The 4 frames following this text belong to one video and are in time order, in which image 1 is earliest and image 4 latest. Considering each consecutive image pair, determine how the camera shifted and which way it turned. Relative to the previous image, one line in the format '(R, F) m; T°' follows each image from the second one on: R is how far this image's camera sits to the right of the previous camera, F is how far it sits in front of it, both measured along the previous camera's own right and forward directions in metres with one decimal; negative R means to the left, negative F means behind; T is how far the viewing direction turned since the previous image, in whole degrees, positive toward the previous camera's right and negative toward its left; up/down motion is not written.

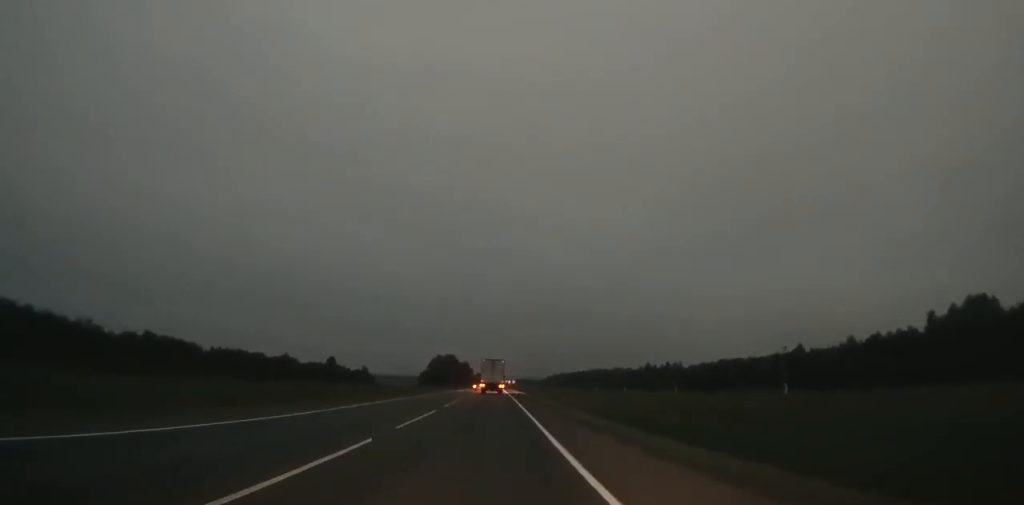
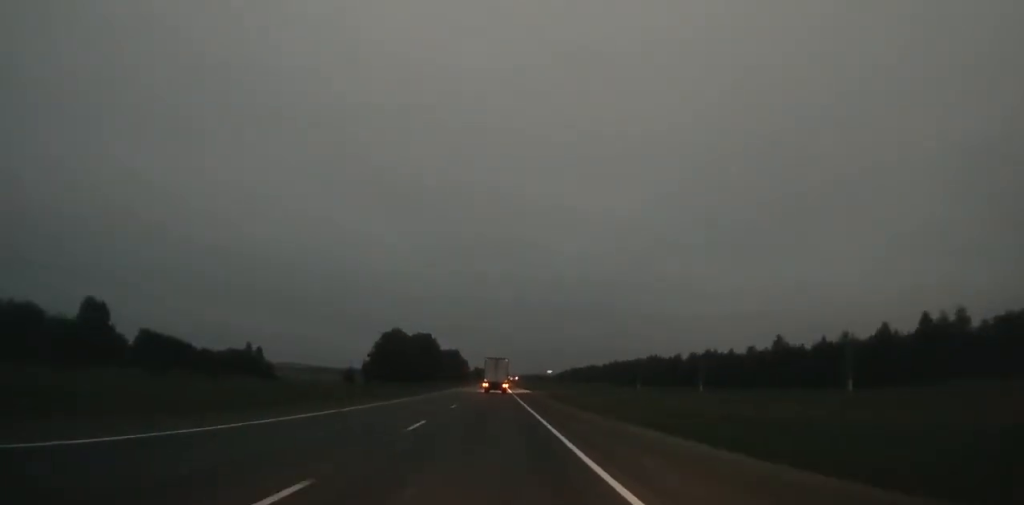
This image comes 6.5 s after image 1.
(-0.7, +152.4) m; 0°
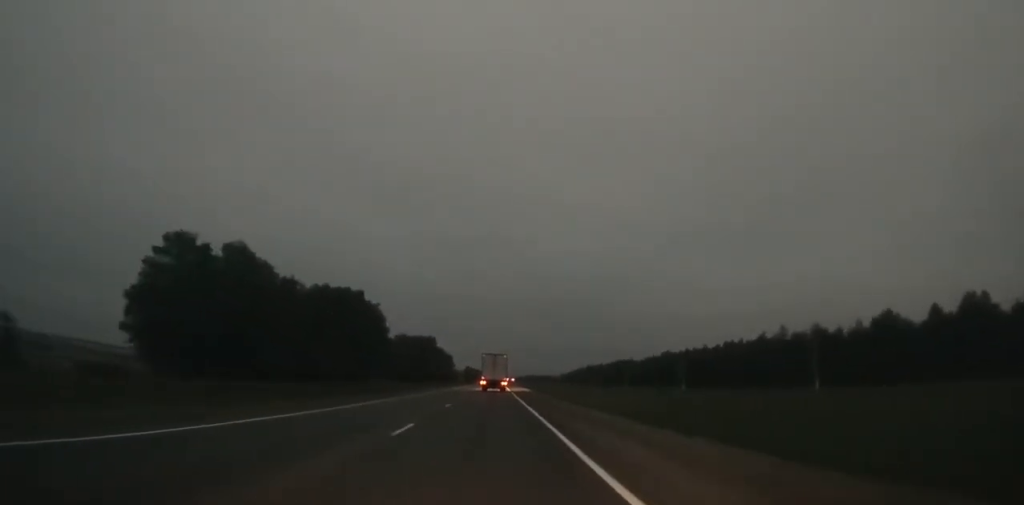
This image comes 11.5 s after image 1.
(+0.5, +120.2) m; +1°
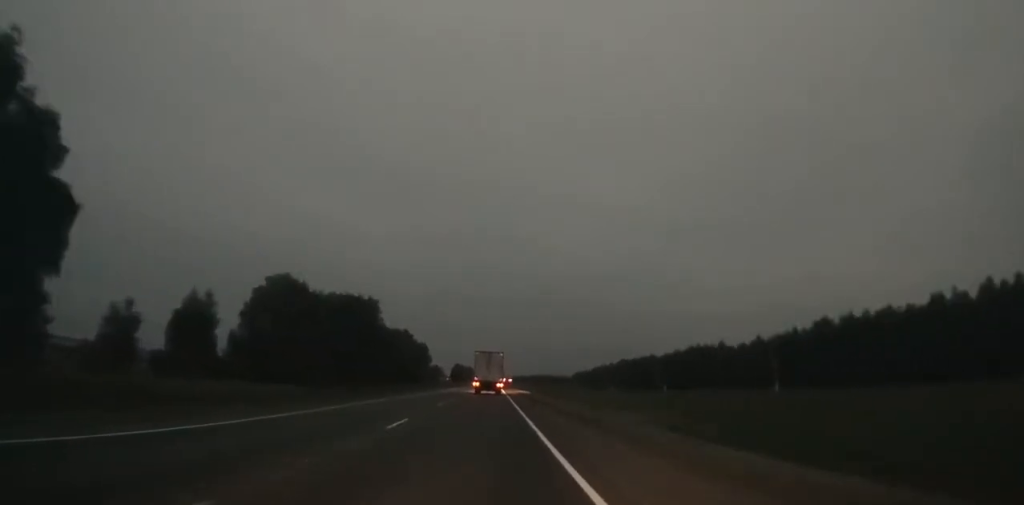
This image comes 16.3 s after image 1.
(+0.4, +116.7) m; 0°
